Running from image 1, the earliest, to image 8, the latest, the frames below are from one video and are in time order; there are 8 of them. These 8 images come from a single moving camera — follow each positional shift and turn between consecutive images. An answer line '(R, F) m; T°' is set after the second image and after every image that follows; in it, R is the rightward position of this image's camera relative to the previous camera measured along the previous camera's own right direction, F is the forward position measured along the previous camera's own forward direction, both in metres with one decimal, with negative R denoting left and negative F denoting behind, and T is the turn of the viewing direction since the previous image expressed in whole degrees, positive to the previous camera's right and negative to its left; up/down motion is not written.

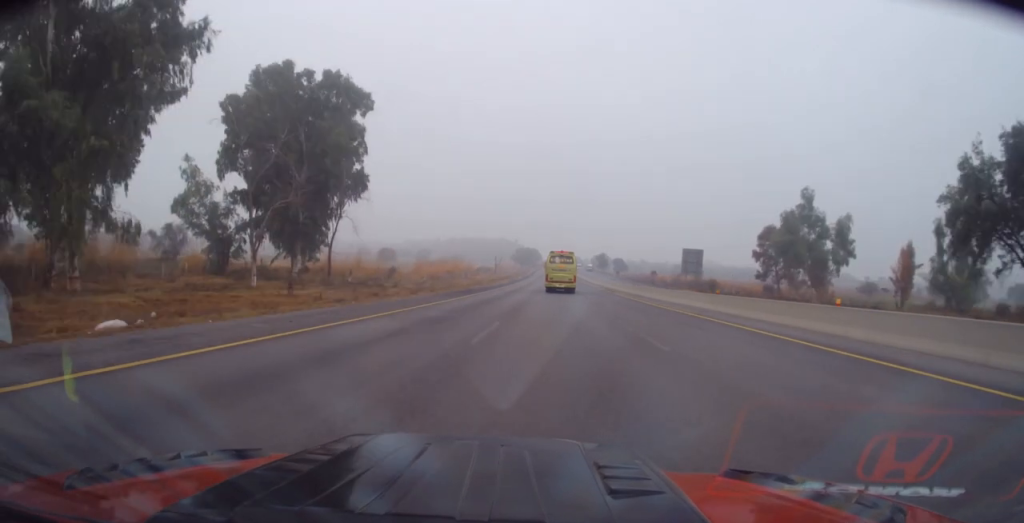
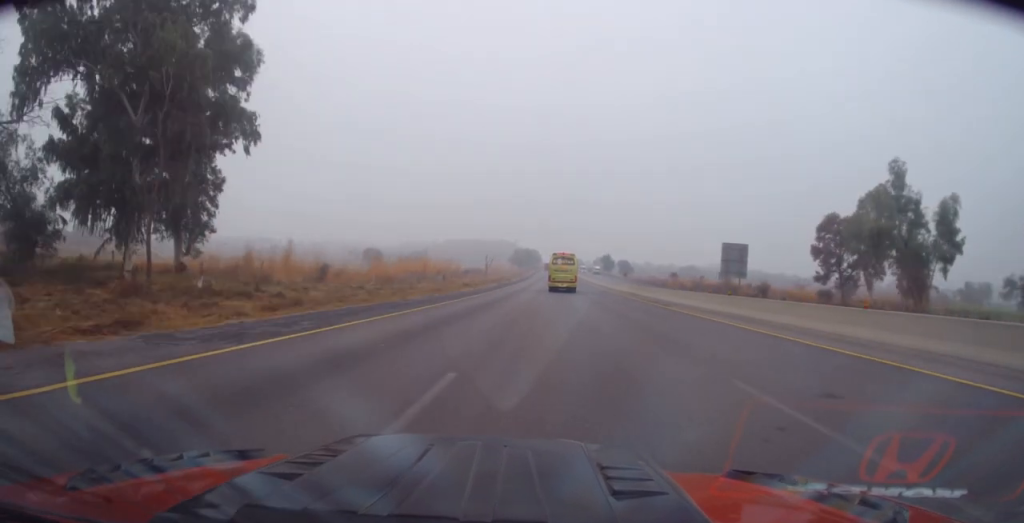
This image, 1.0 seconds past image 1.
(-0.1, +27.4) m; 0°
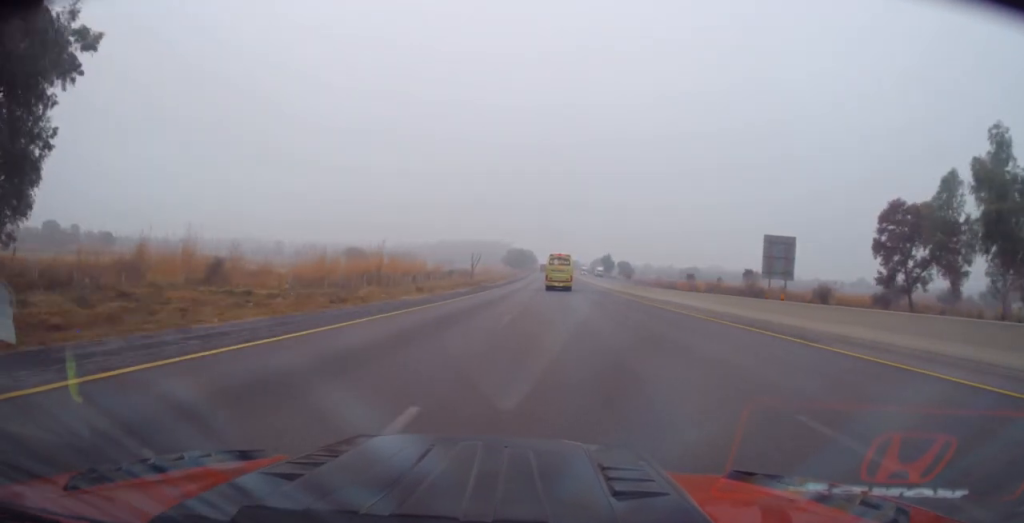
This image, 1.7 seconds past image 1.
(0.0, +20.0) m; +1°
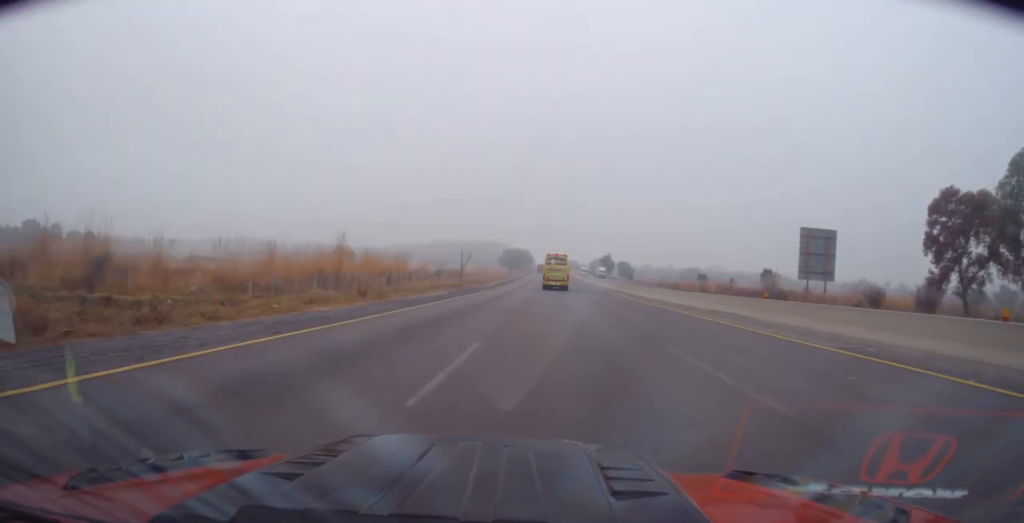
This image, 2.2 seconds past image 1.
(-0.1, +11.8) m; +1°
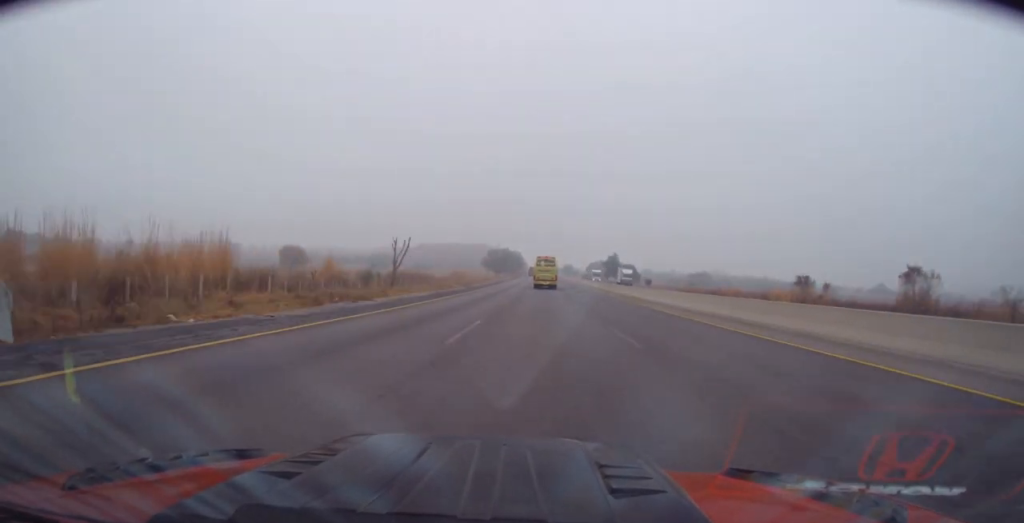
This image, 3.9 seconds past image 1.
(+0.8, +47.2) m; +1°
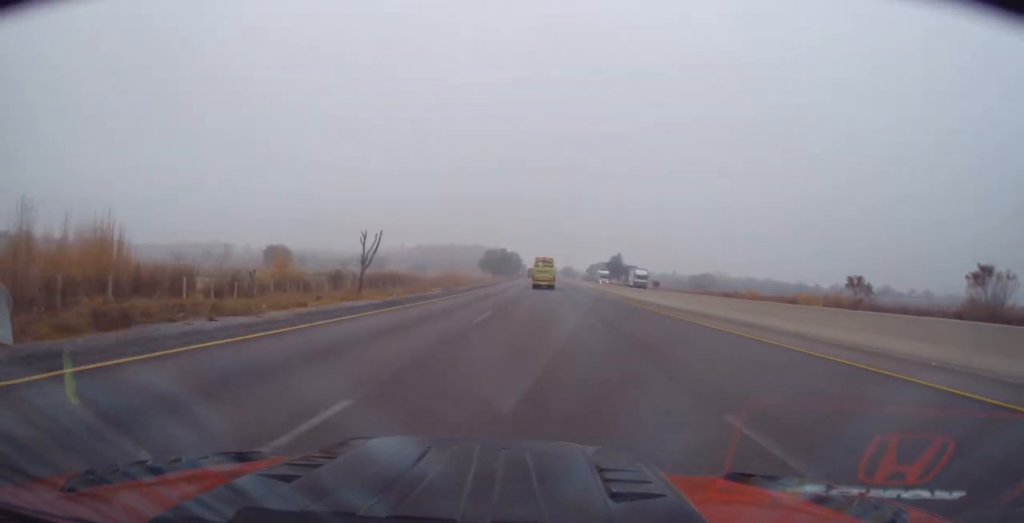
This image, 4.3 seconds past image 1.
(0.0, +11.8) m; 0°
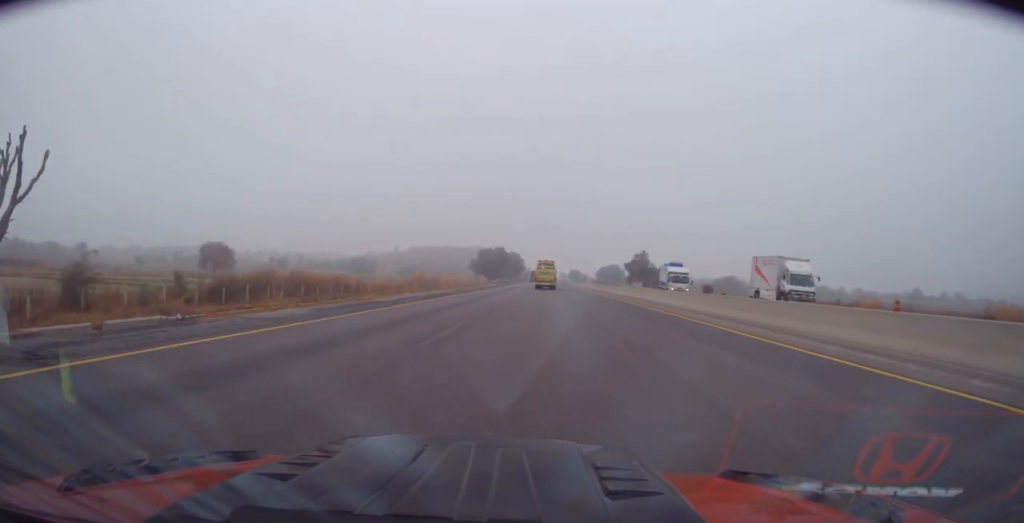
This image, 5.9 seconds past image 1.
(-0.3, +42.6) m; 0°
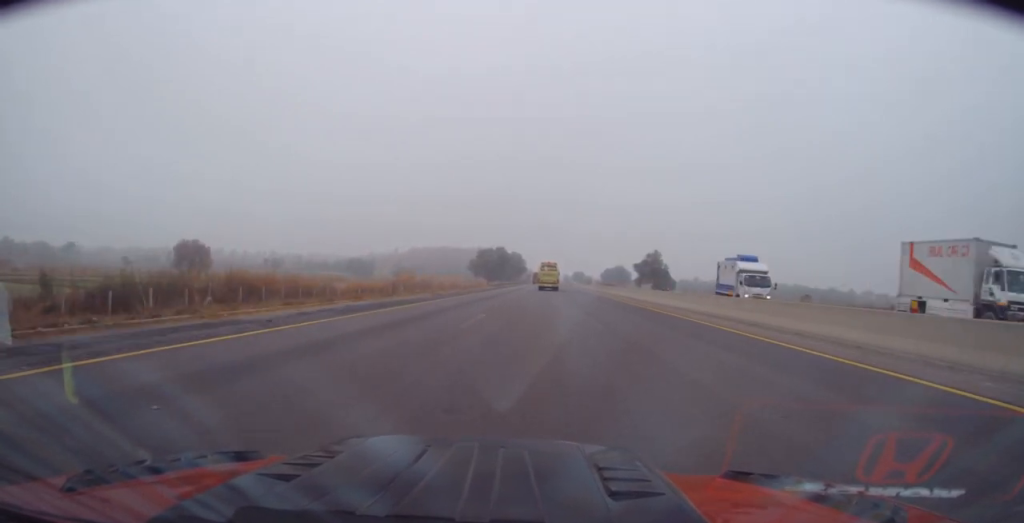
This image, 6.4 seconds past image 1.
(0.0, +13.5) m; 0°
